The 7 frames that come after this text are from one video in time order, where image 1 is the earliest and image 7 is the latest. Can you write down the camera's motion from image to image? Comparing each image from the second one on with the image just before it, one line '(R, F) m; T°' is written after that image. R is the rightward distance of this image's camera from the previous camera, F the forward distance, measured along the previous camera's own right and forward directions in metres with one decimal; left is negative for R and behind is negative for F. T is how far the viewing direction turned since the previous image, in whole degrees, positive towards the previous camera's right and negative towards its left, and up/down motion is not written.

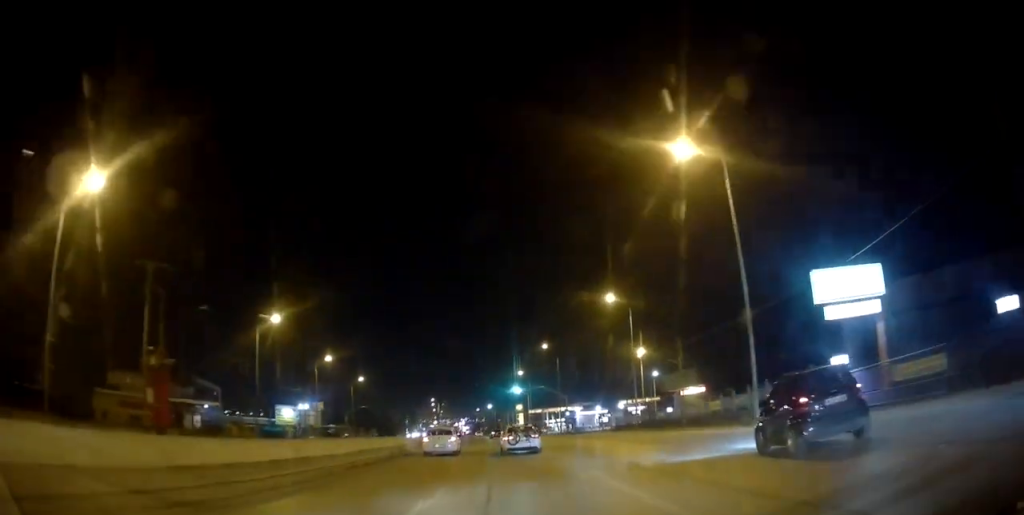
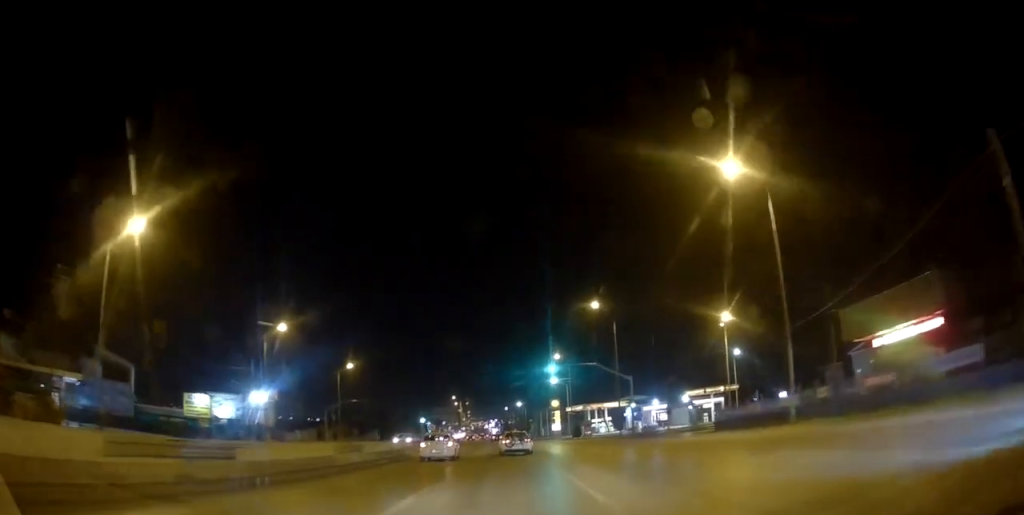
(-0.7, +30.0) m; -2°
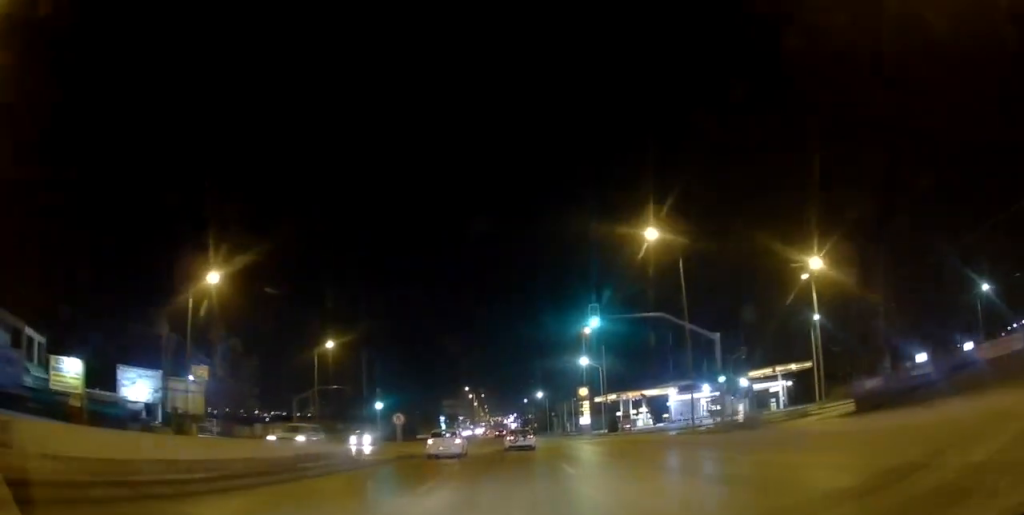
(-0.2, +19.6) m; 0°
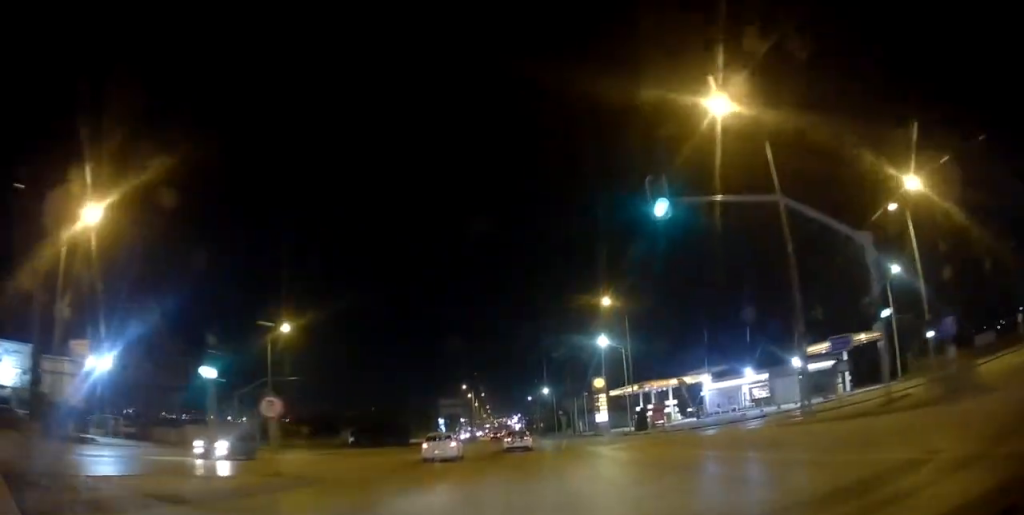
(+0.2, +16.6) m; -1°
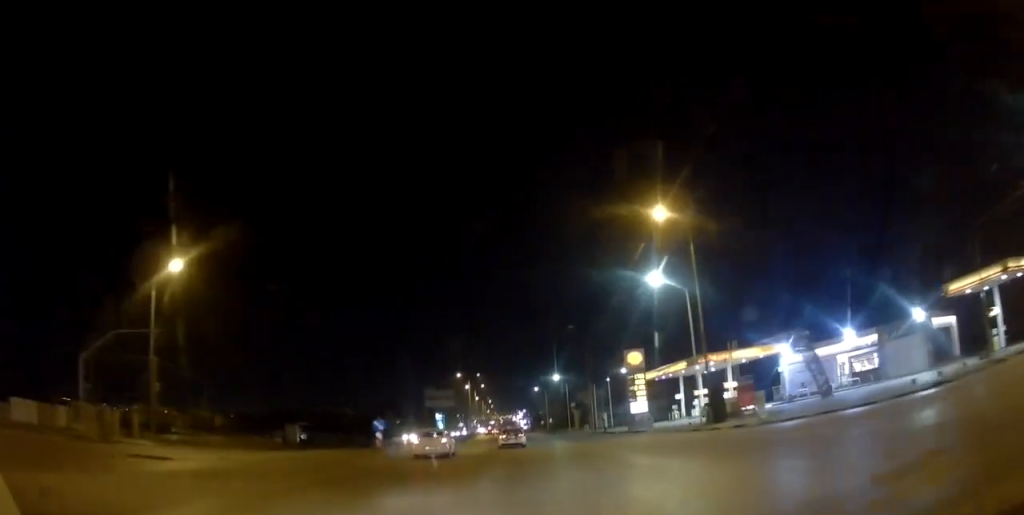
(-0.5, +23.4) m; -2°
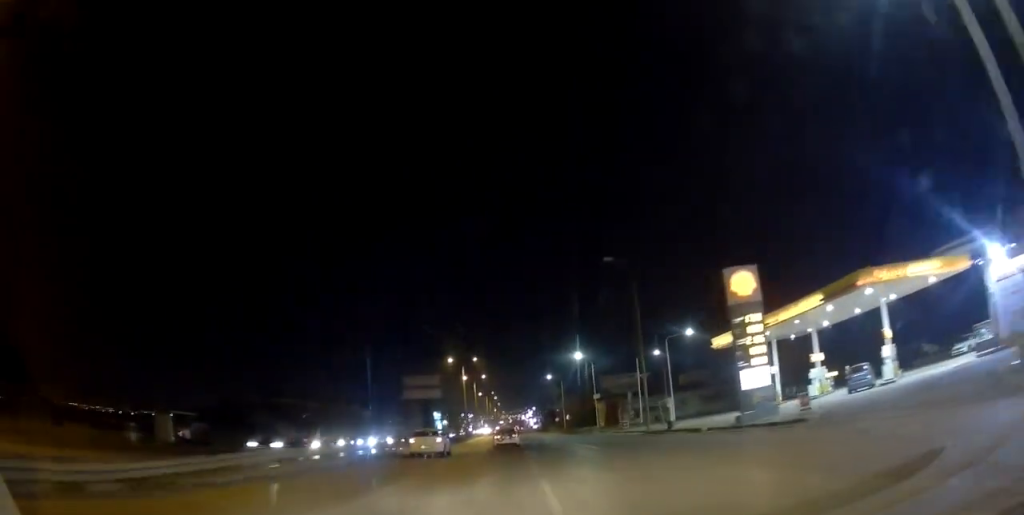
(-0.1, +27.9) m; +1°
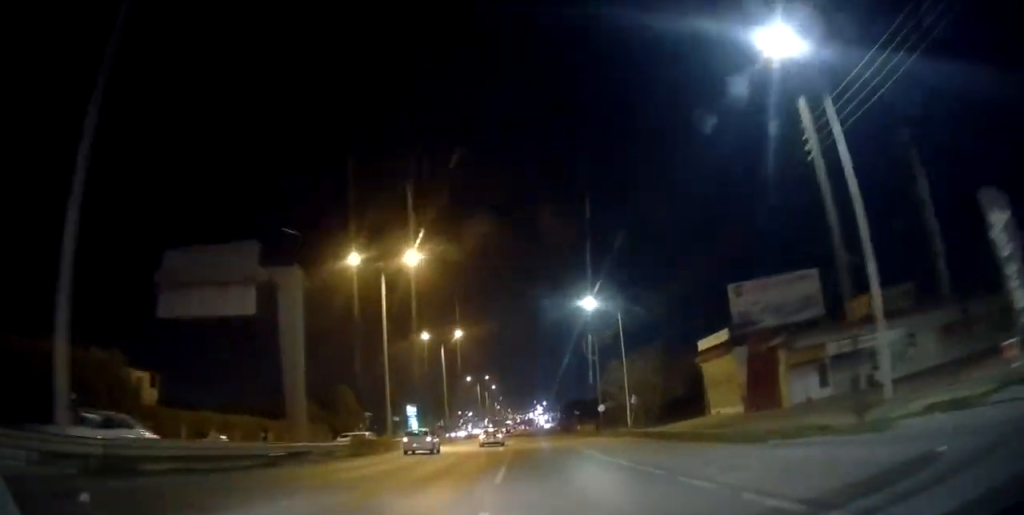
(-0.1, +60.1) m; -1°
